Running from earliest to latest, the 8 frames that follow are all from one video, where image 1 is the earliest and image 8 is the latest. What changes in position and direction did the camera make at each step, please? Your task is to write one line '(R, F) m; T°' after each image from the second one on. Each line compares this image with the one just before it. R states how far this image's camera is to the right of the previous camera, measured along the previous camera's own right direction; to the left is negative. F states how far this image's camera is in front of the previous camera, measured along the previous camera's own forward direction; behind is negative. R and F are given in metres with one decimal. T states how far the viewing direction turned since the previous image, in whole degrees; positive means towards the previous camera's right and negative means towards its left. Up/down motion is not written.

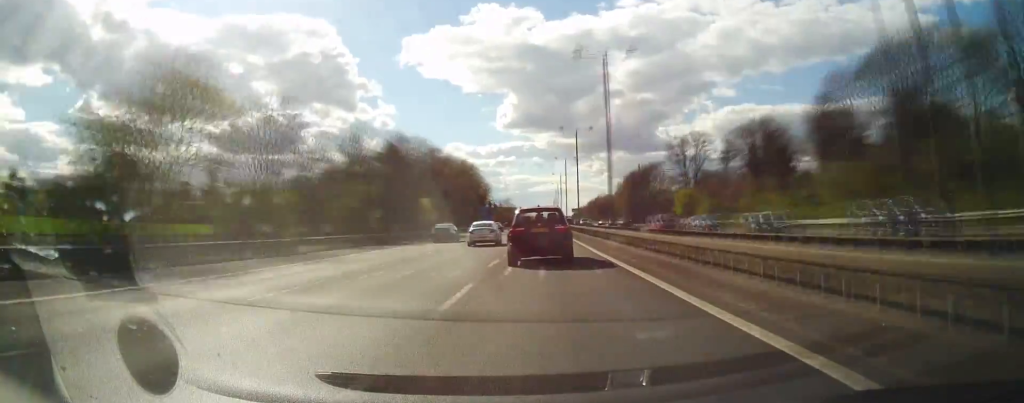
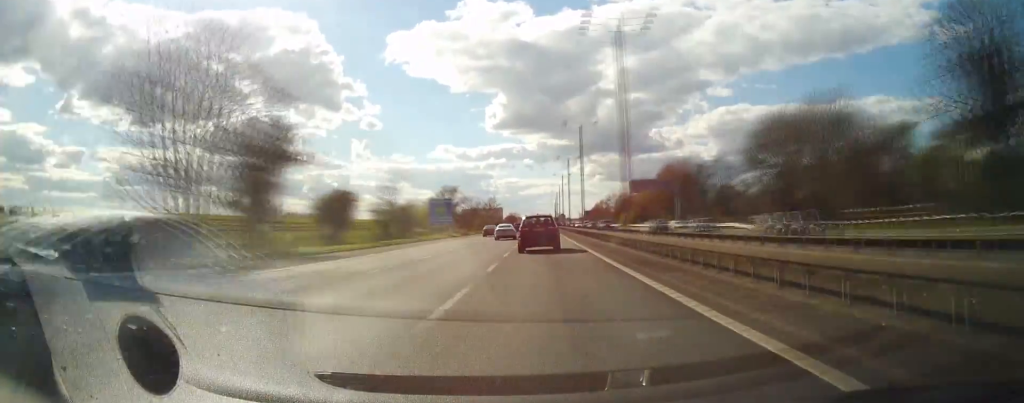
(+3.1, +237.7) m; +1°
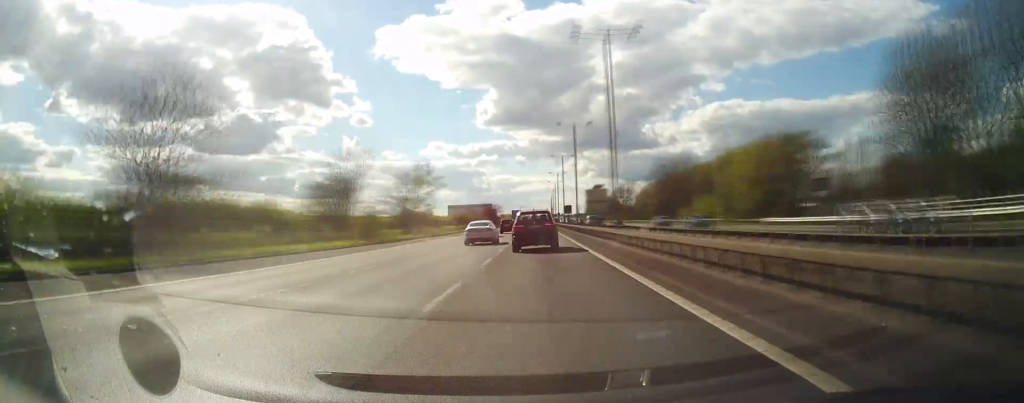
(-0.1, +96.7) m; 0°
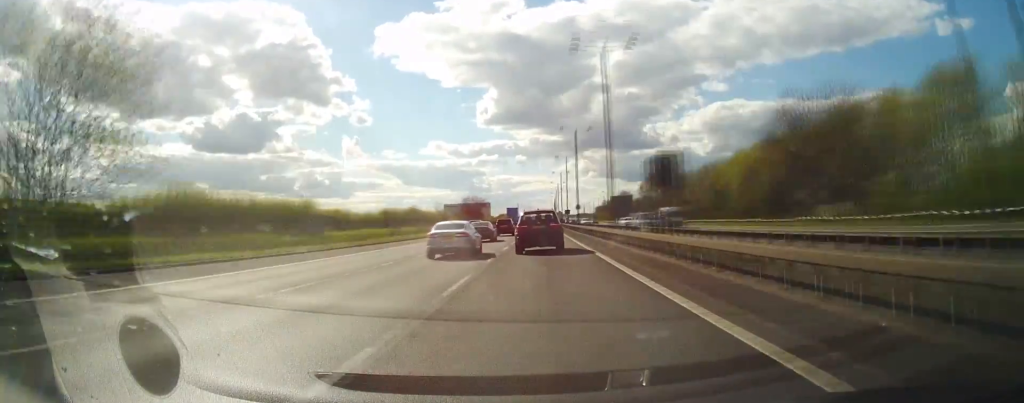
(-0.2, +65.5) m; 0°
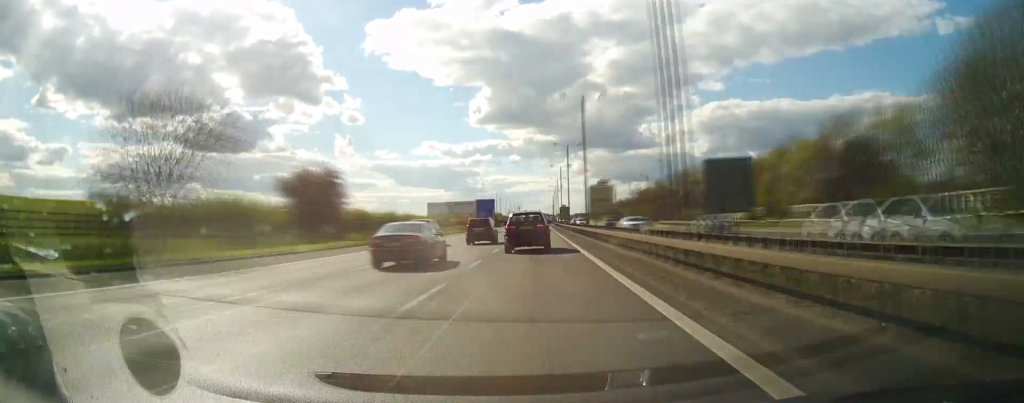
(+0.5, +124.7) m; 0°
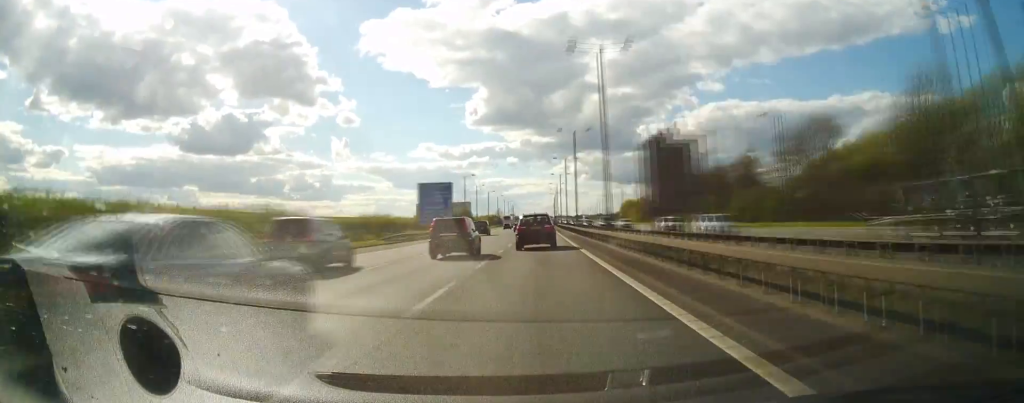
(0.0, +87.3) m; 0°
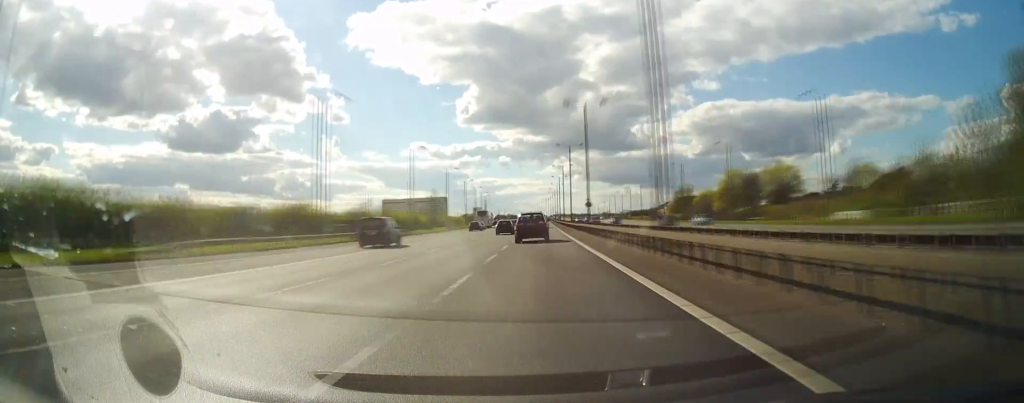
(+0.5, +188.3) m; +1°
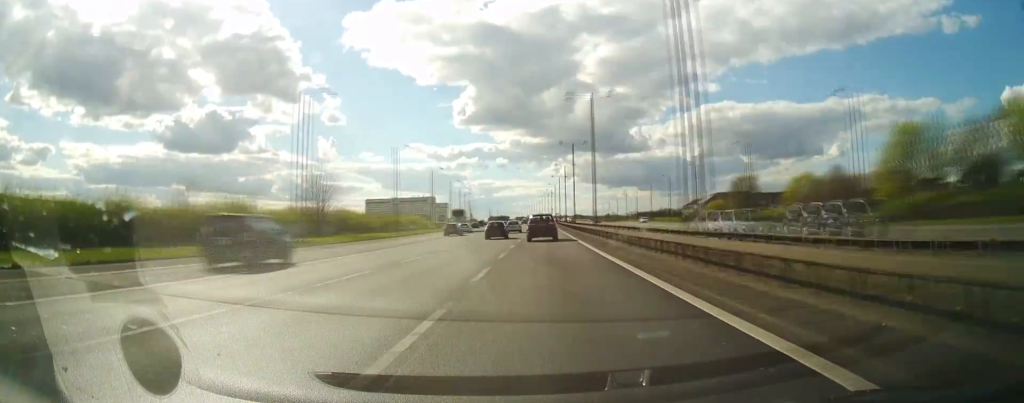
(+0.2, +75.6) m; 0°
